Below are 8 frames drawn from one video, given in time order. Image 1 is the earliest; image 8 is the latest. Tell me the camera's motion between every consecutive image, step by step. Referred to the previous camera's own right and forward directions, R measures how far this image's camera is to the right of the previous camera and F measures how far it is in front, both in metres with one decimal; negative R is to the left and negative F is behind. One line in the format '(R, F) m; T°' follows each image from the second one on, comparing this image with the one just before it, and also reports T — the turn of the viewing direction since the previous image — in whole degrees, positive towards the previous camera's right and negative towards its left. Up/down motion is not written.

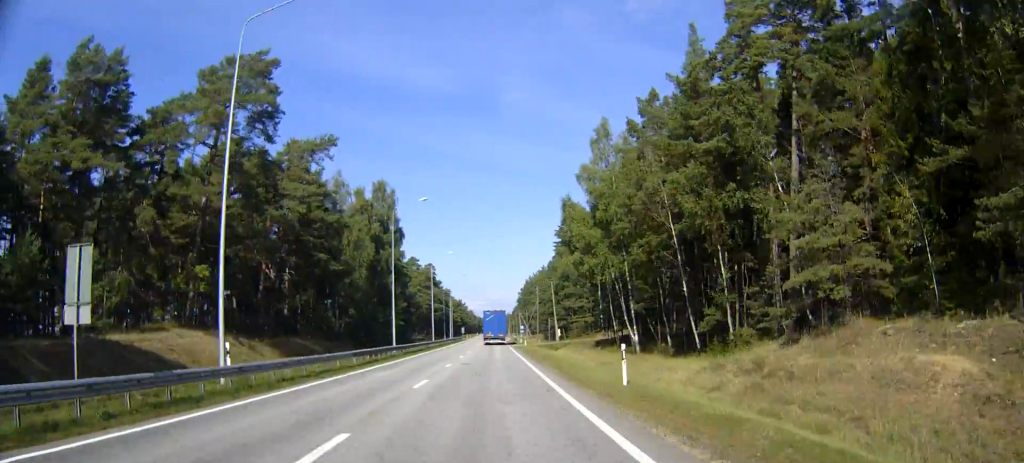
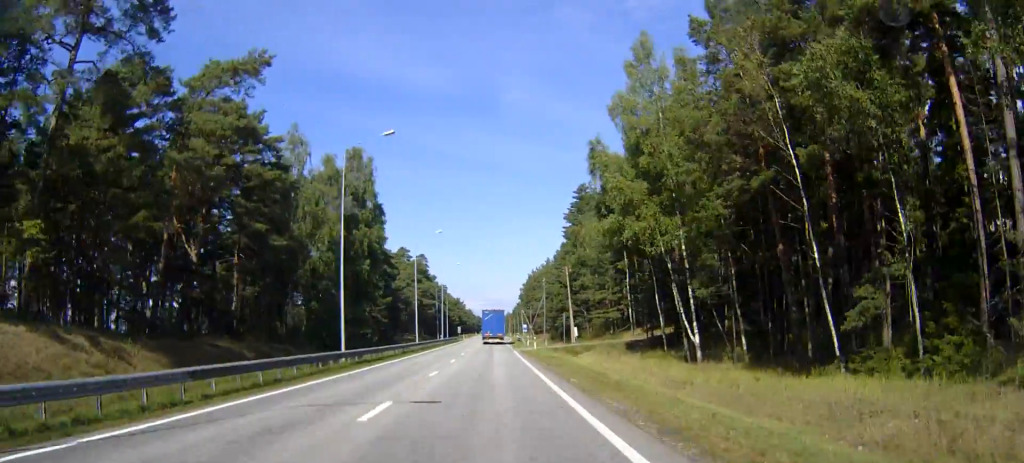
(0.0, +19.2) m; 0°
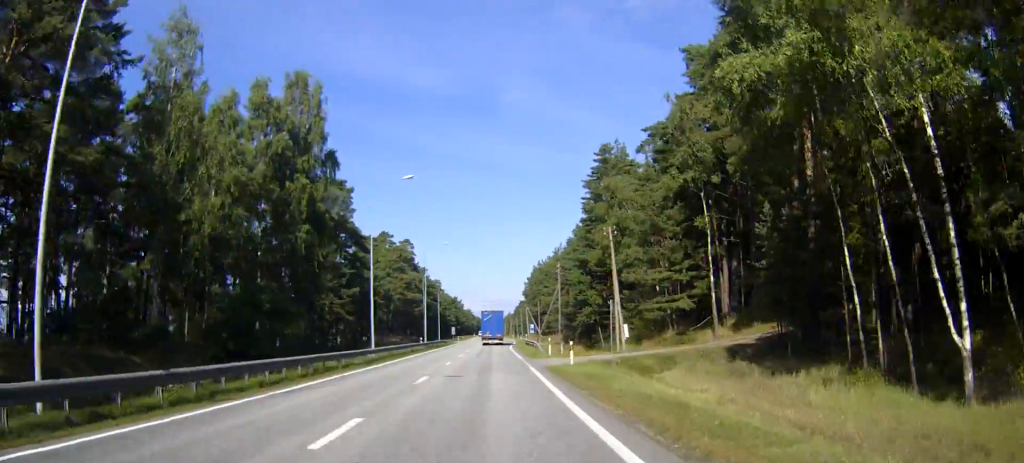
(-0.1, +27.1) m; 0°
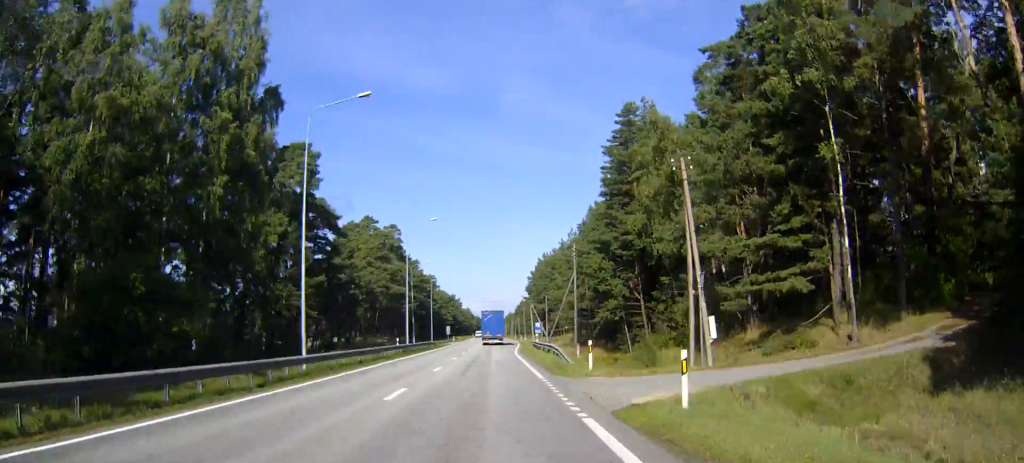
(+0.1, +17.4) m; 0°
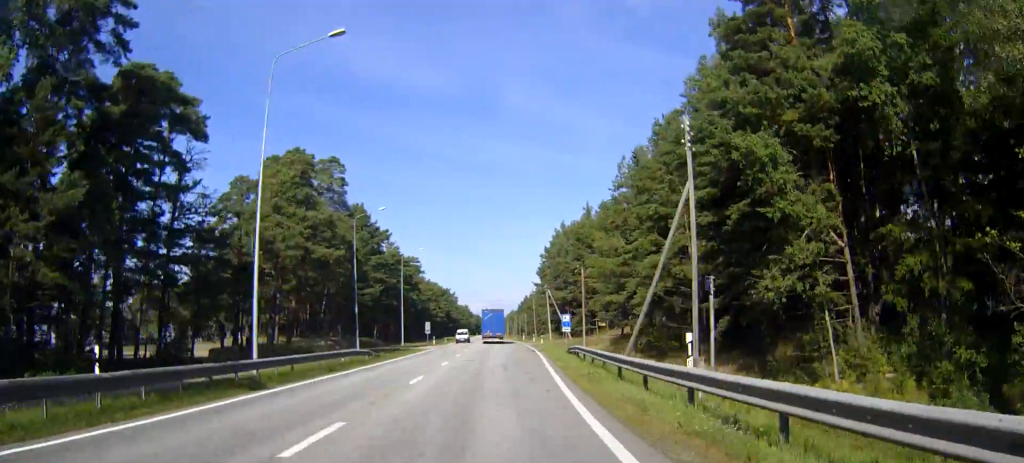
(-0.1, +42.7) m; 0°
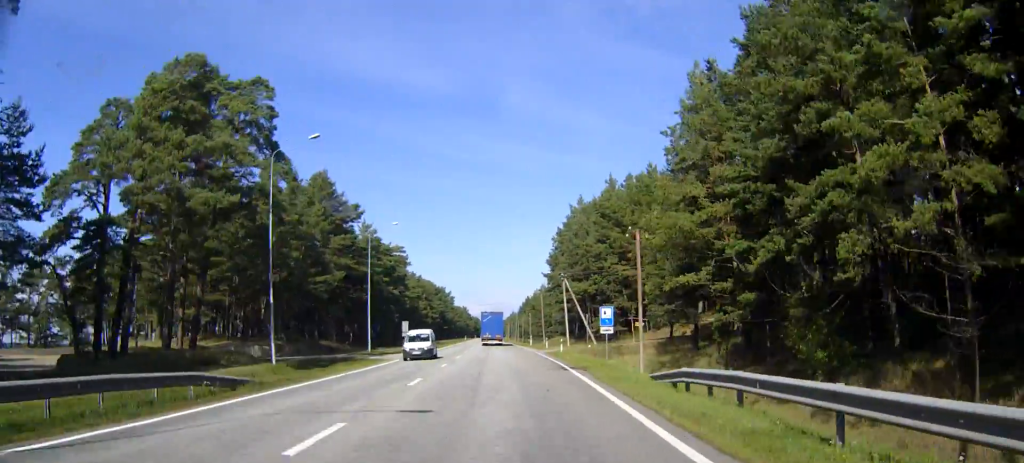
(0.0, +23.8) m; 0°
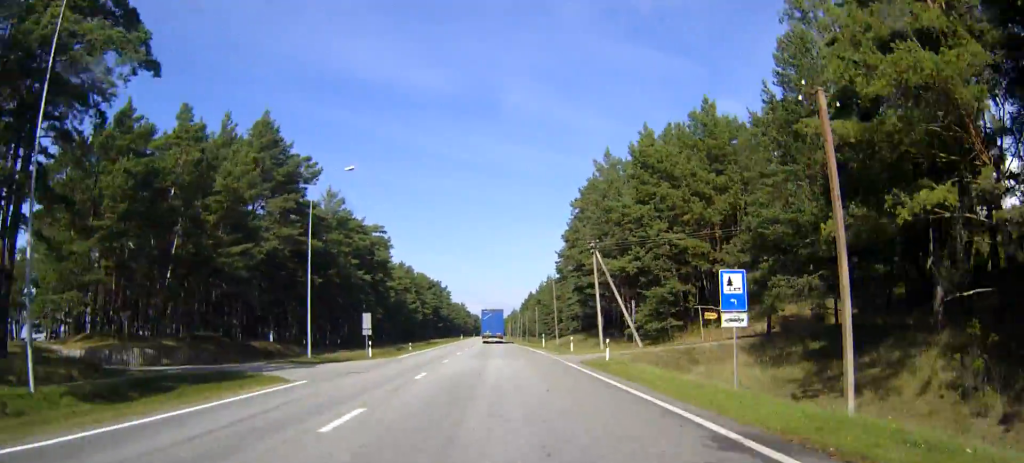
(0.0, +22.4) m; 0°
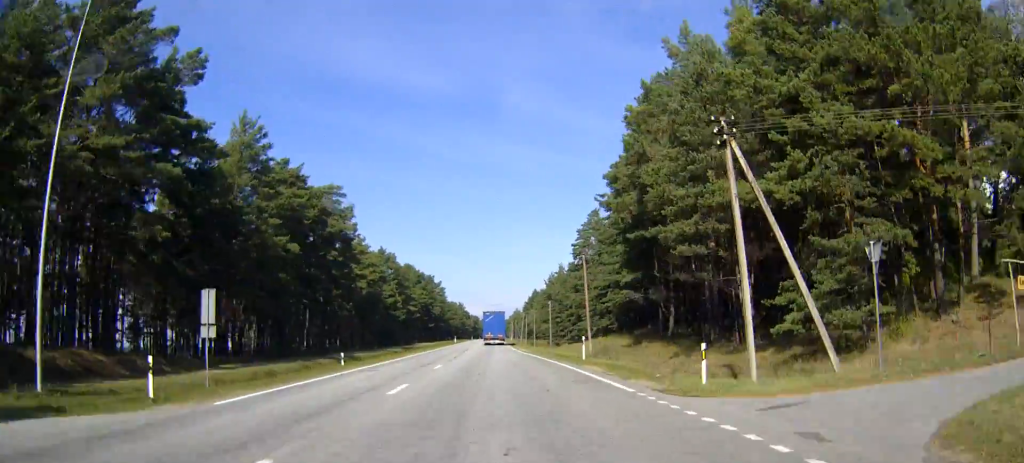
(0.0, +29.5) m; 0°
